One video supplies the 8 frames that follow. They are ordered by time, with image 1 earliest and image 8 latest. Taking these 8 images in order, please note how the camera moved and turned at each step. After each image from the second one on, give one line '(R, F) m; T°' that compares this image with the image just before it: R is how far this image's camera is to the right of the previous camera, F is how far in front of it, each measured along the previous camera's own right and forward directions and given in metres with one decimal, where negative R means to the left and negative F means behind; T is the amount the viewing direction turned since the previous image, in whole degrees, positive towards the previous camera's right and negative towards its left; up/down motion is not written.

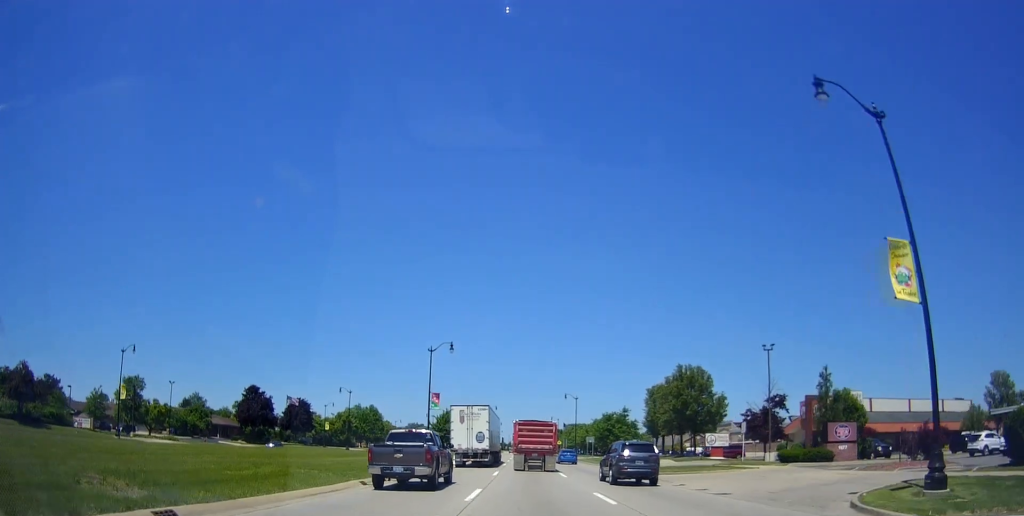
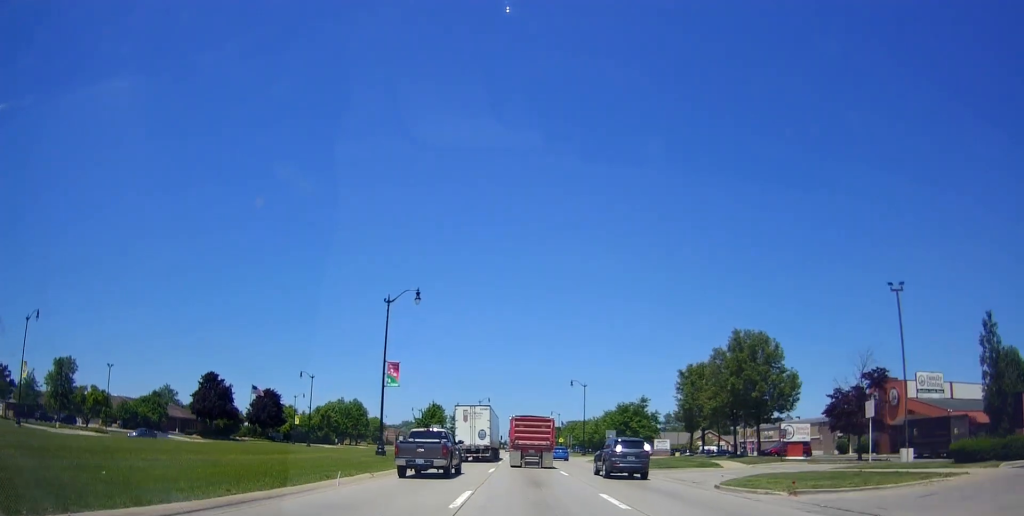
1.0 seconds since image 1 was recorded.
(0.0, +17.7) m; -3°
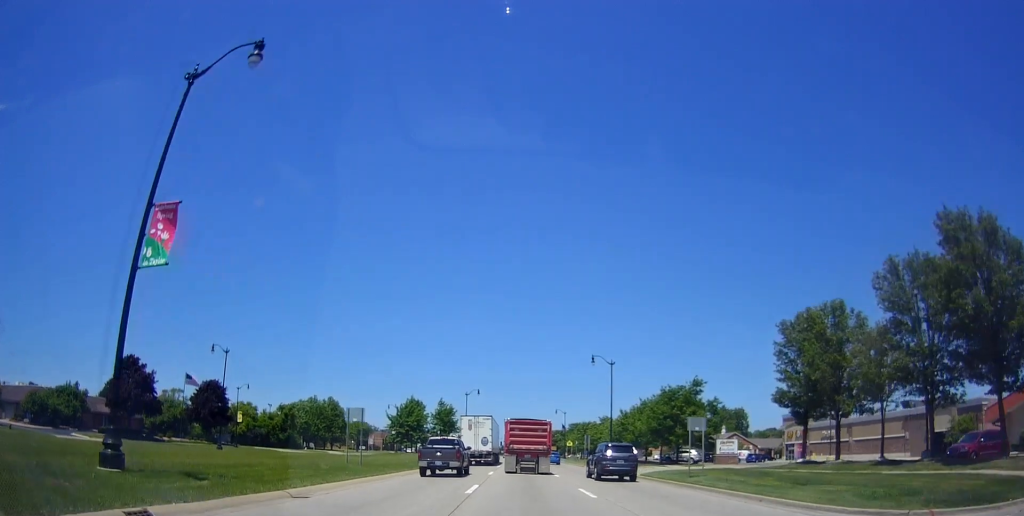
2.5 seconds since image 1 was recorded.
(-0.4, +26.1) m; +1°
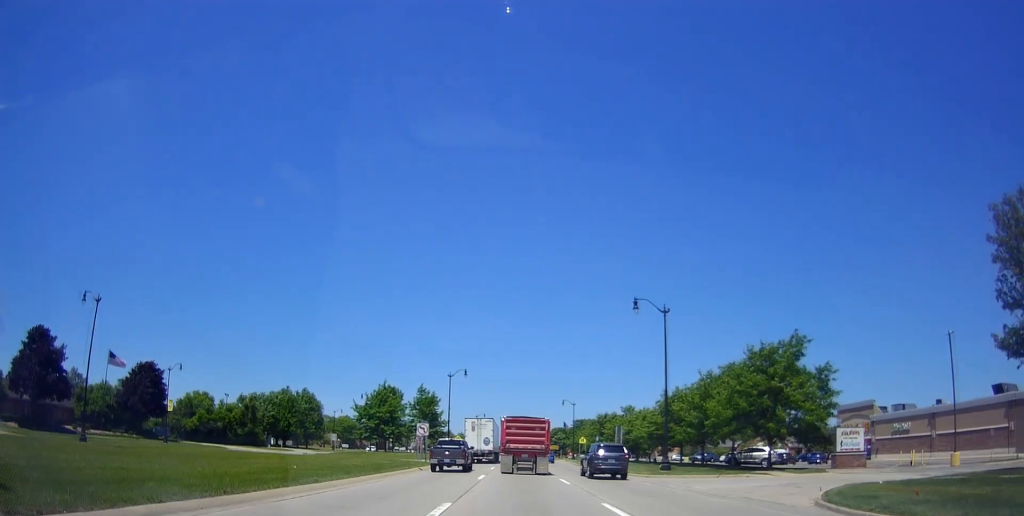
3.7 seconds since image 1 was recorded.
(+0.6, +22.0) m; +1°
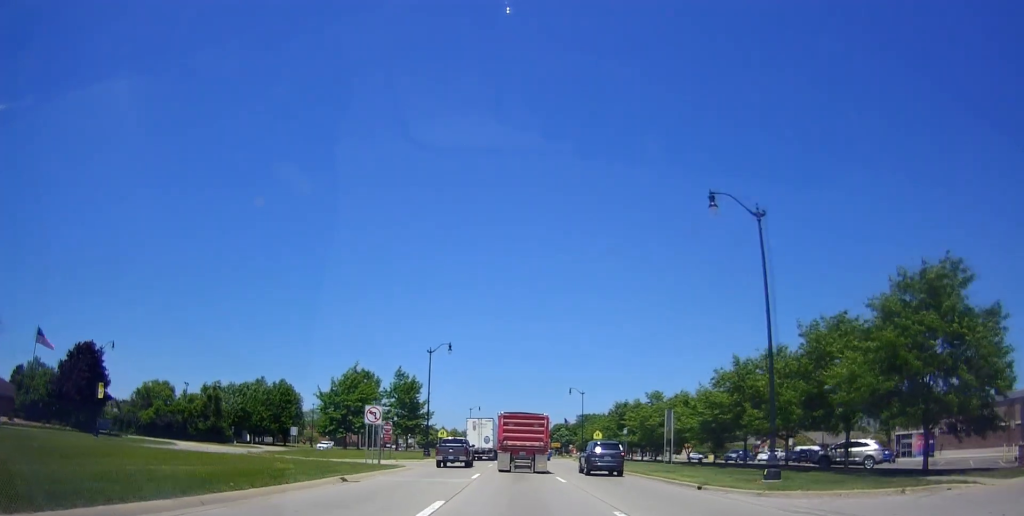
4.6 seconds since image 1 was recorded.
(0.0, +15.9) m; 0°
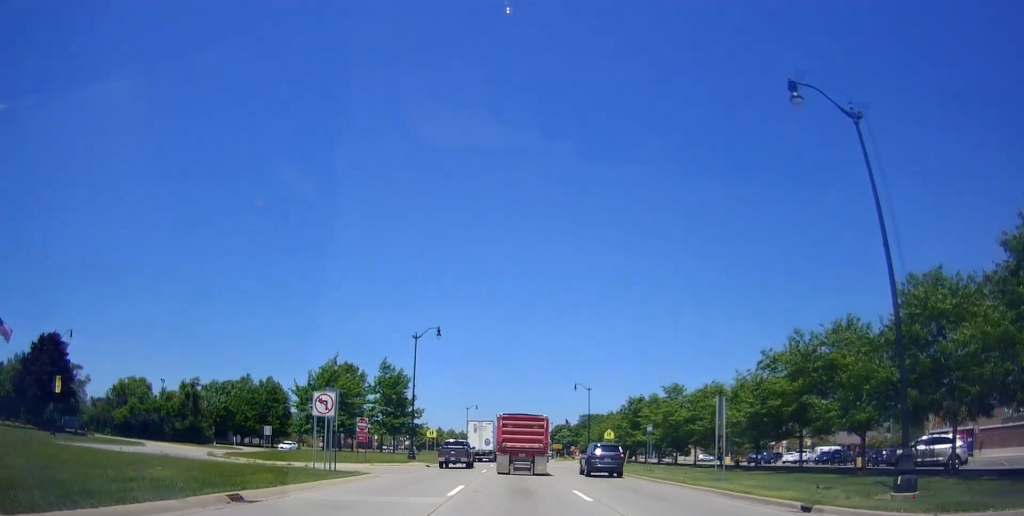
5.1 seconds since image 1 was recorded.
(0.0, +8.2) m; 0°
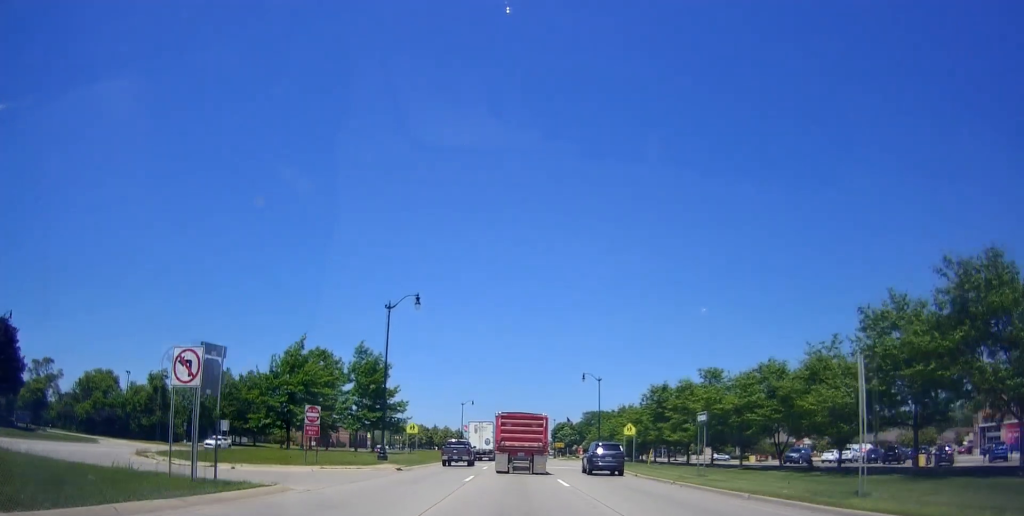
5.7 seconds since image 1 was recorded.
(0.0, +10.3) m; -1°
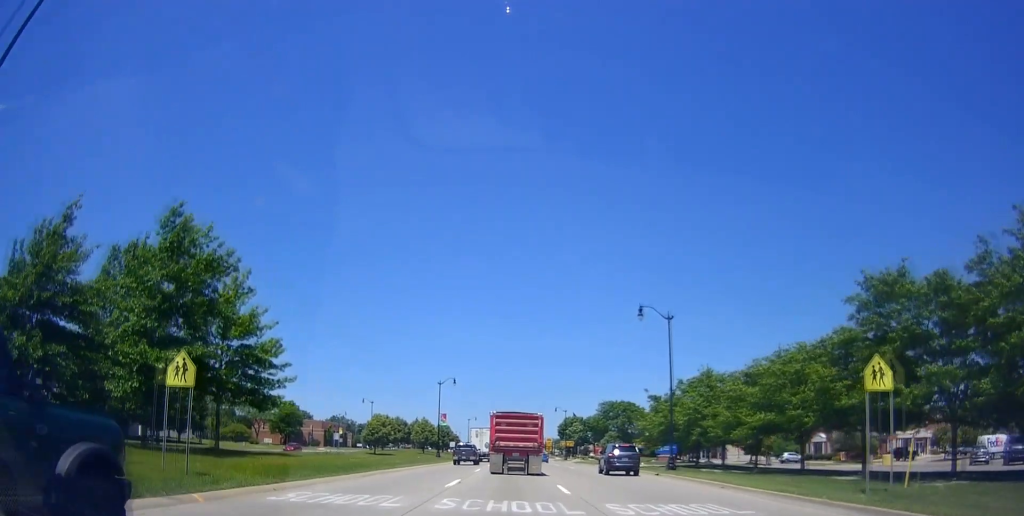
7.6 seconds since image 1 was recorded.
(-0.6, +33.3) m; -1°
